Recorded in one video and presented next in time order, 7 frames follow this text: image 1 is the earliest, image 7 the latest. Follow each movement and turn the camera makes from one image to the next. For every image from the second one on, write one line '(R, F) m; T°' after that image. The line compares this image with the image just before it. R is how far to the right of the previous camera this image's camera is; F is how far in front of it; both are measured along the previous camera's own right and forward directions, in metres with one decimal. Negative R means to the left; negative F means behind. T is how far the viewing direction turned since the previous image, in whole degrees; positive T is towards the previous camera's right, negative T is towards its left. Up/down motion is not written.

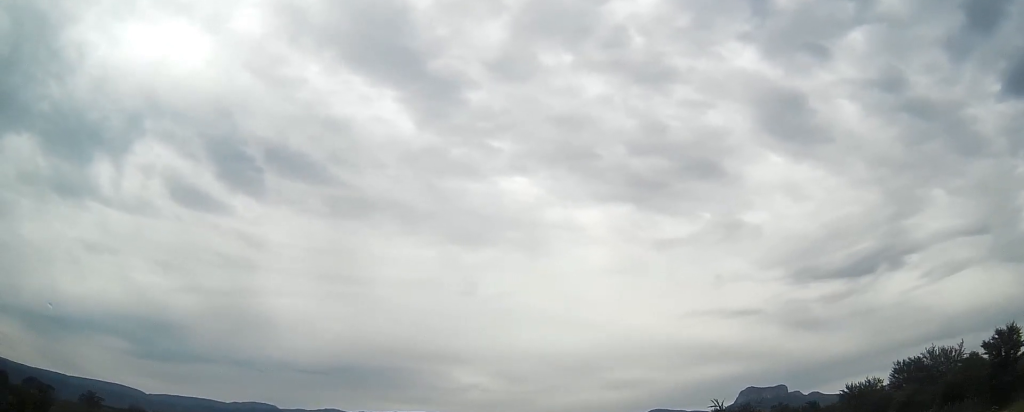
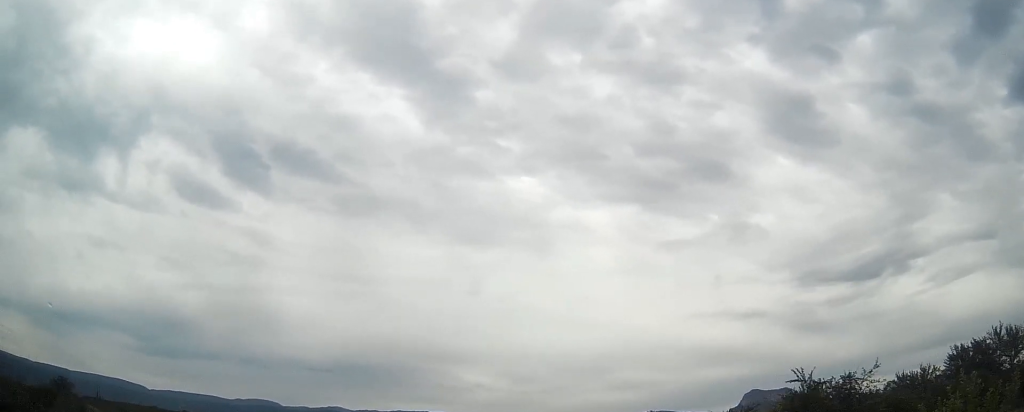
(0.0, +15.0) m; 0°
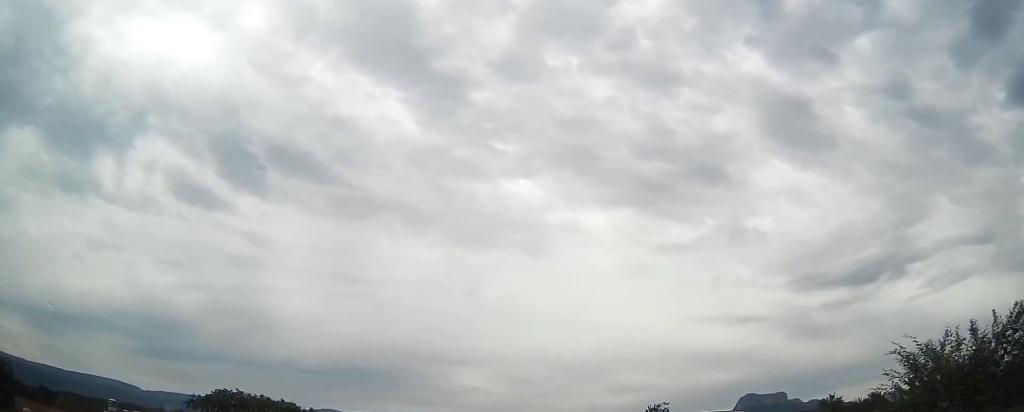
(+0.1, +25.8) m; 0°
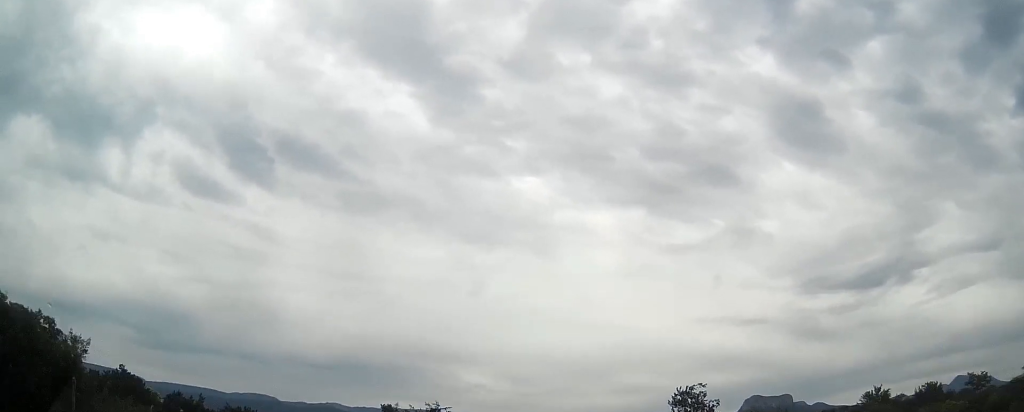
(-0.2, +22.9) m; 0°
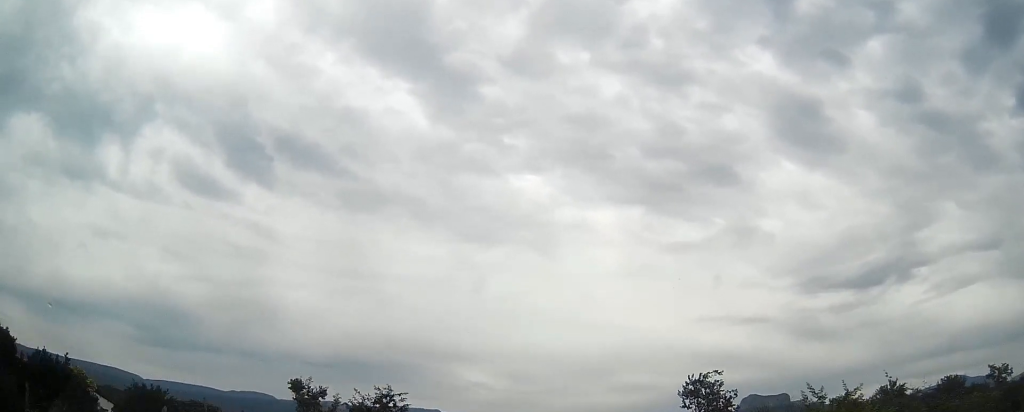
(0.0, +8.1) m; 0°
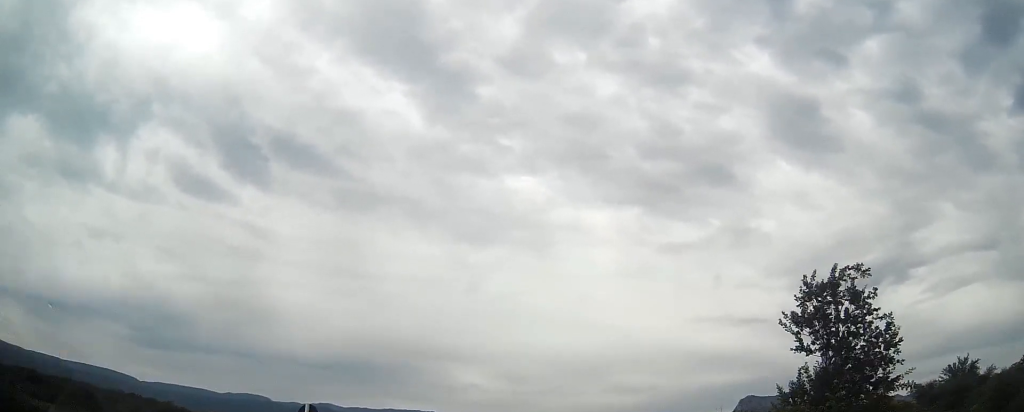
(-0.2, +25.7) m; 0°
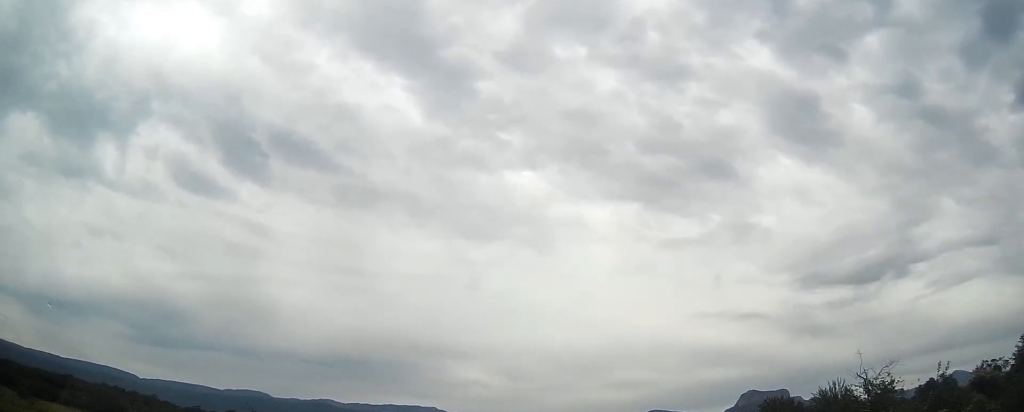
(+0.1, +22.3) m; +1°
